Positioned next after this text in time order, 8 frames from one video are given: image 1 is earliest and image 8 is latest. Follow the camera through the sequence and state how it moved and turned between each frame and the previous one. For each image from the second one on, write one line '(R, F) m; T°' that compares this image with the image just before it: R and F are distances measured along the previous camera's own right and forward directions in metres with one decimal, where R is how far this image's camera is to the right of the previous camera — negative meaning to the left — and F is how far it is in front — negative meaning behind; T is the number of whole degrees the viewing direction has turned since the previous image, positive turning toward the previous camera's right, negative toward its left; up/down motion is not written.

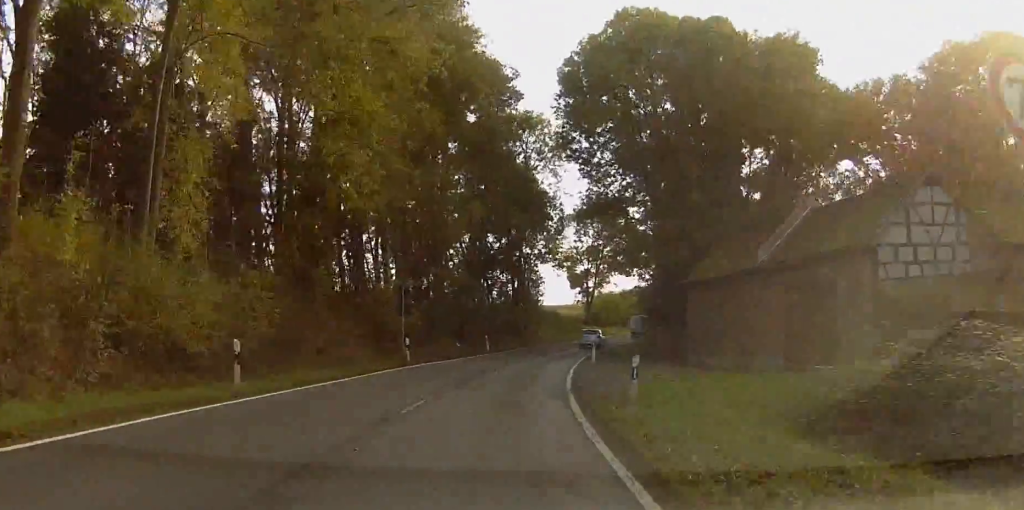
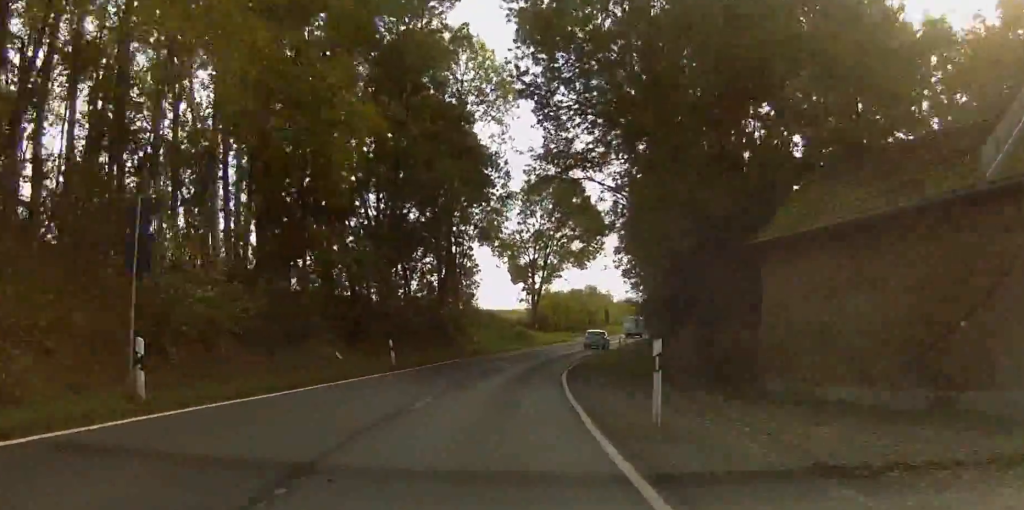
(+1.1, +23.0) m; +4°
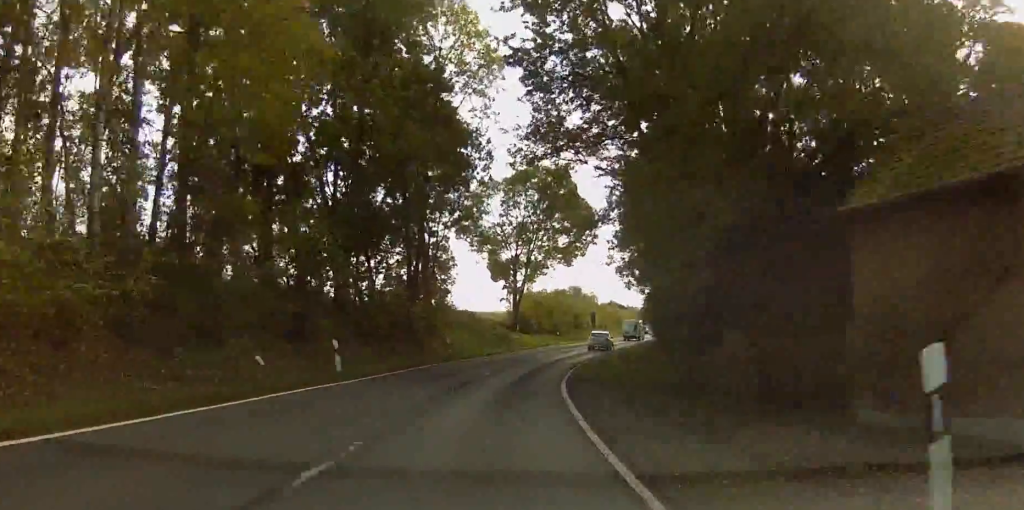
(+0.1, +8.1) m; +1°
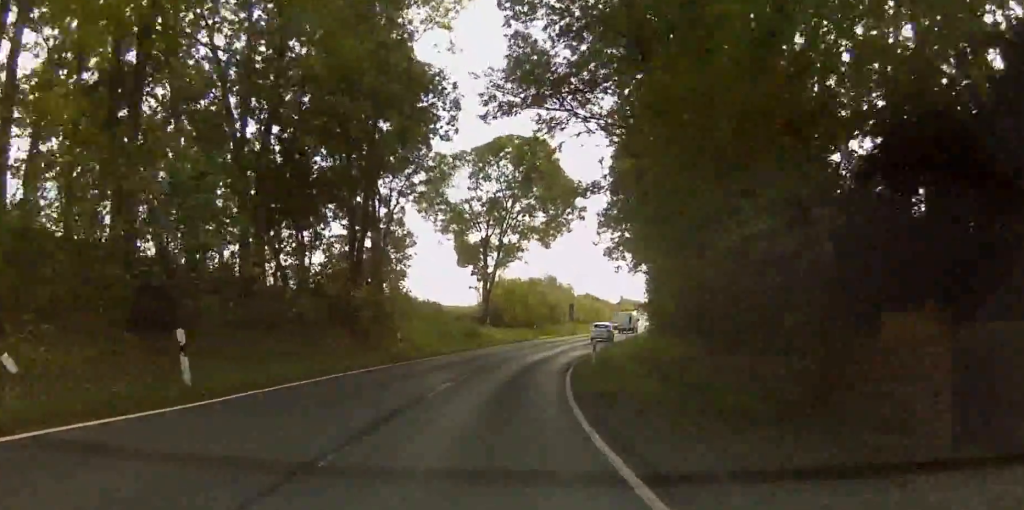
(0.0, +11.2) m; +1°
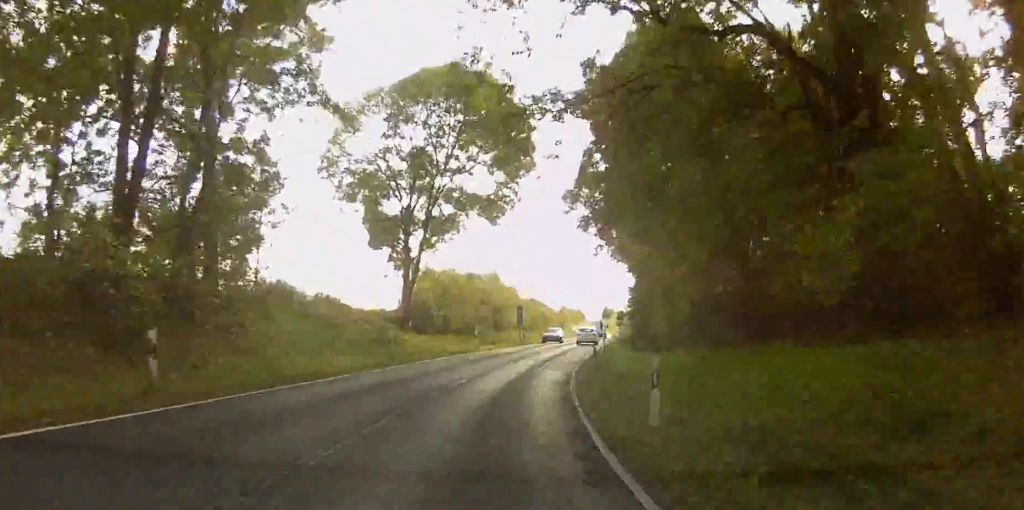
(+0.5, +20.4) m; +3°
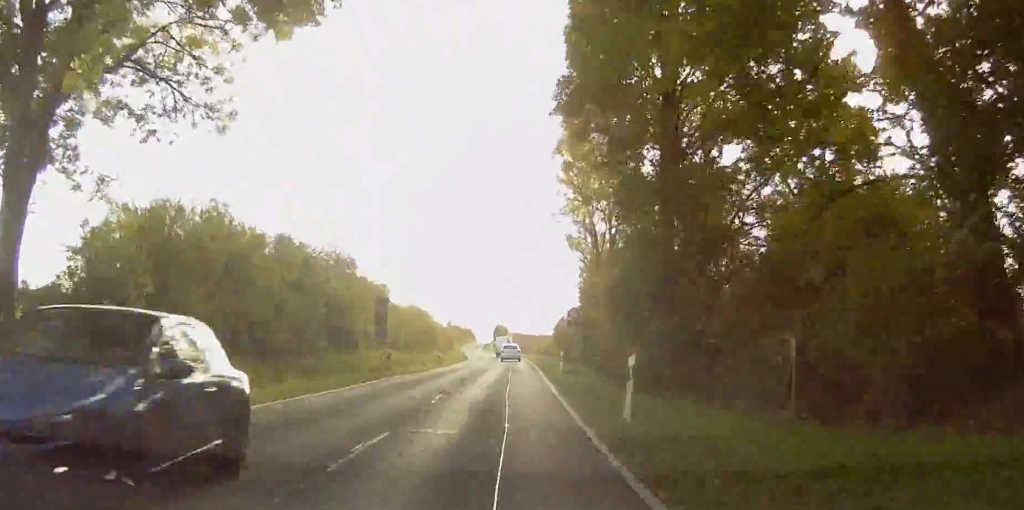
(+2.3, +36.5) m; +8°
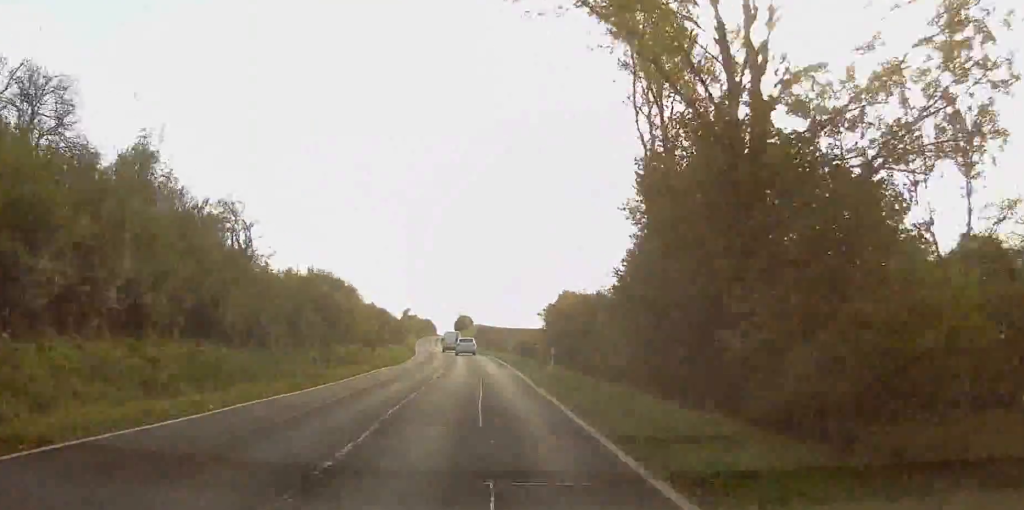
(+1.9, +36.9) m; +3°
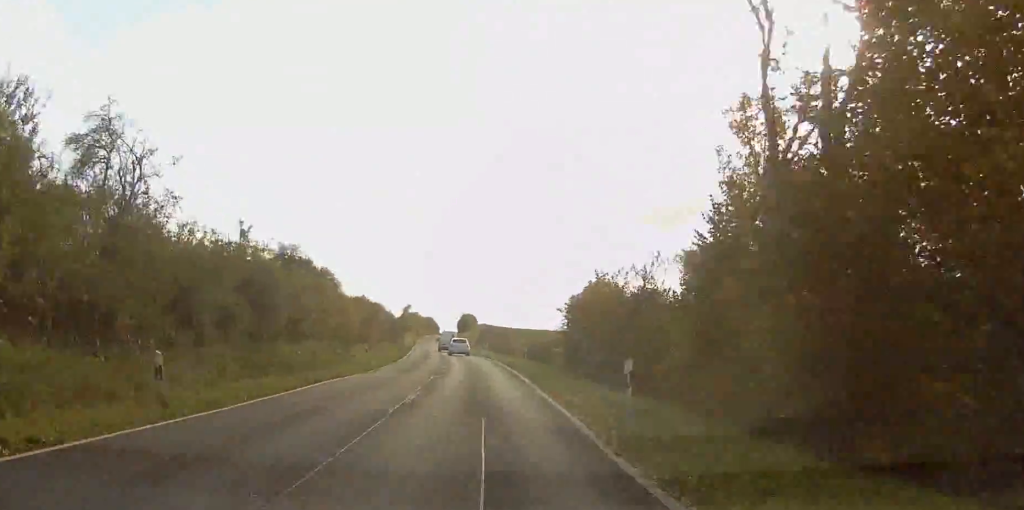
(-0.2, +14.2) m; 0°
